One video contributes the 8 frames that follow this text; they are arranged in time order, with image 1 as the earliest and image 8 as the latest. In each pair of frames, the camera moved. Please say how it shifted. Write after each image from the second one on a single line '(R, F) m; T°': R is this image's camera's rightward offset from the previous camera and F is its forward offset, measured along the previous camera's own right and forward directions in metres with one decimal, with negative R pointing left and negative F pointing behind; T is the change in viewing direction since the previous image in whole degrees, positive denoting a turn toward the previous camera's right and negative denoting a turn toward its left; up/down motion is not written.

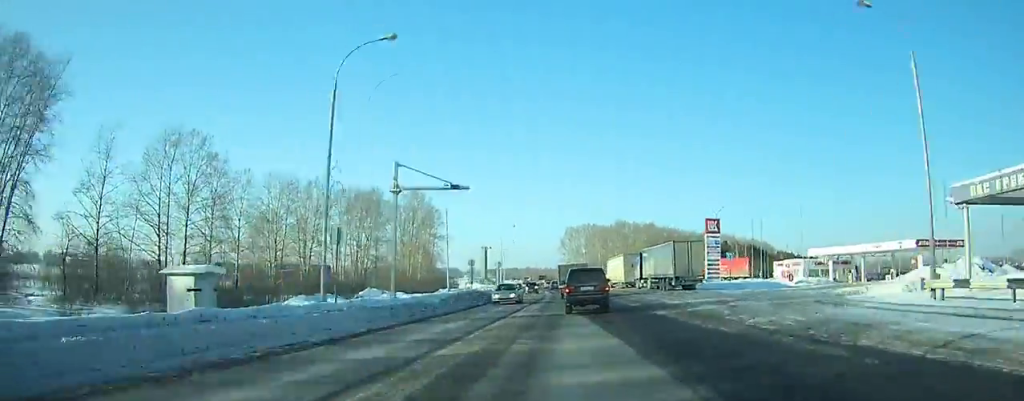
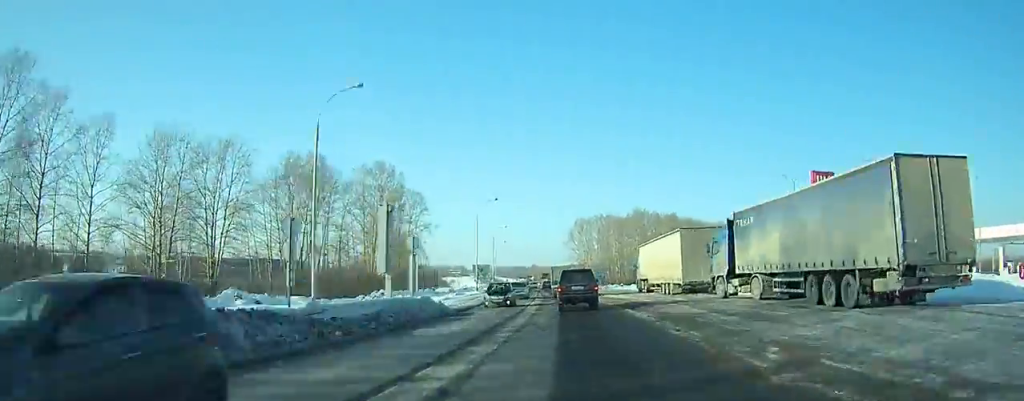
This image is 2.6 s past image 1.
(-0.3, +32.6) m; -1°
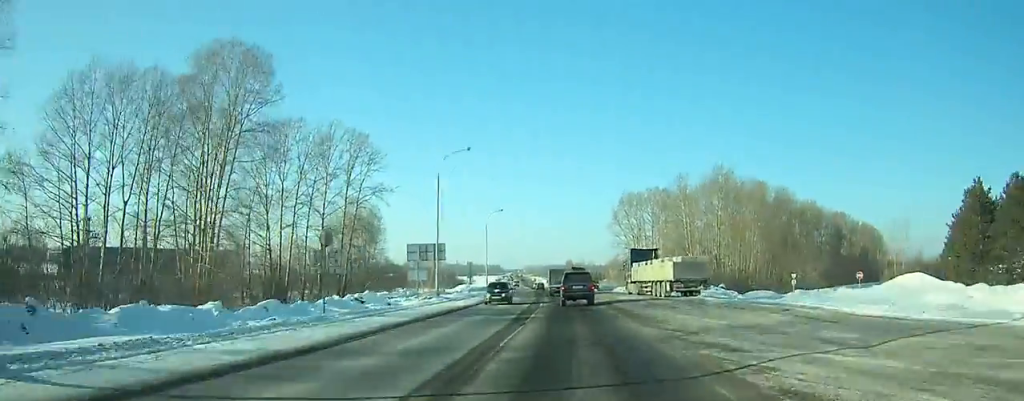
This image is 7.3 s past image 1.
(-1.4, +64.3) m; -4°
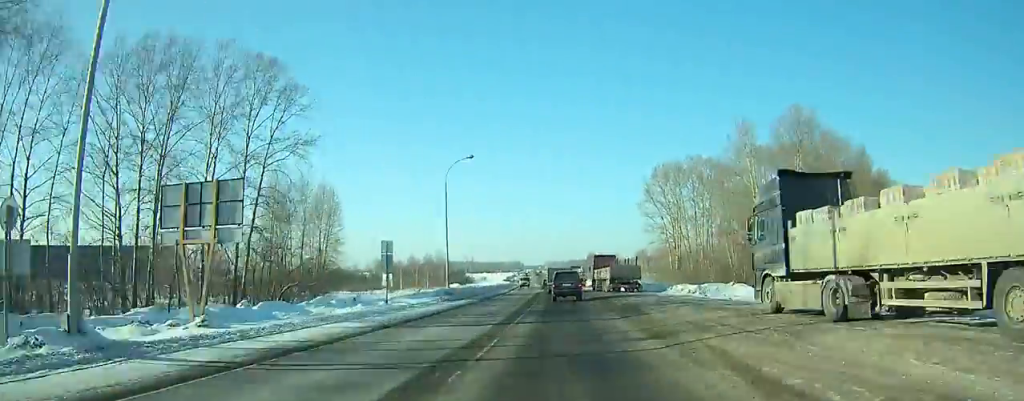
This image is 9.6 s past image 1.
(-0.9, +34.8) m; -2°
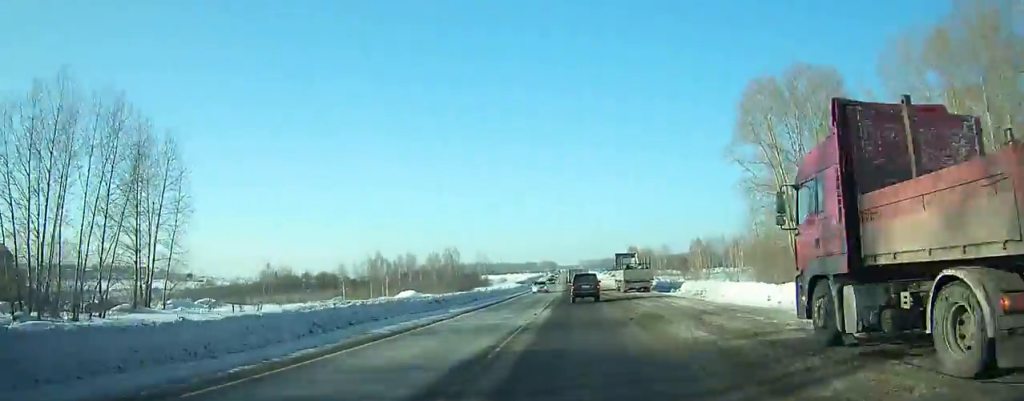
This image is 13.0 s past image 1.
(-1.5, +55.1) m; -2°
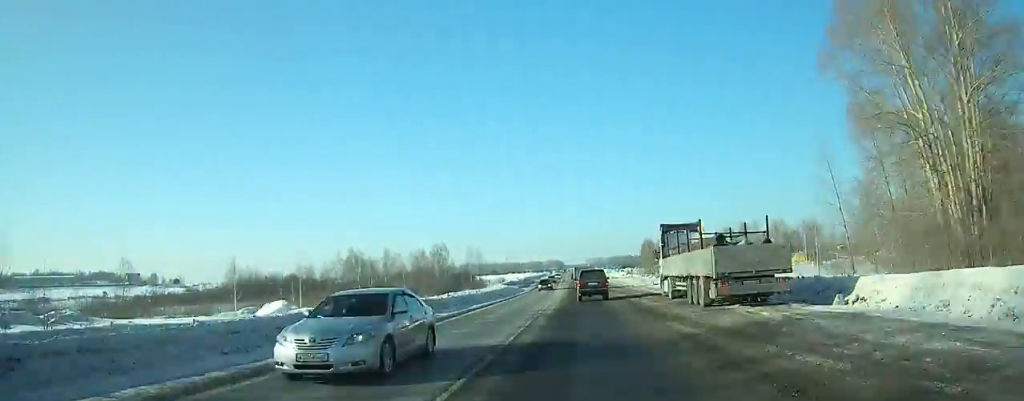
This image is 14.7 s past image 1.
(-0.2, +29.6) m; -1°
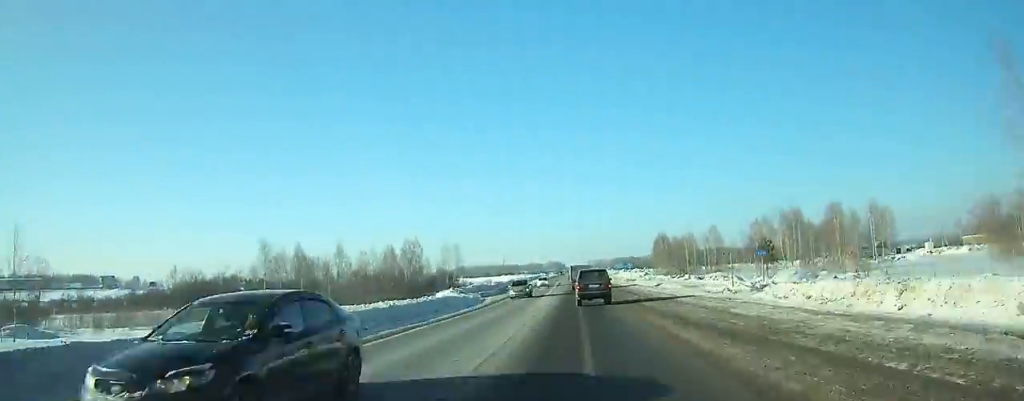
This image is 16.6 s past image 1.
(0.0, +33.9) m; -1°
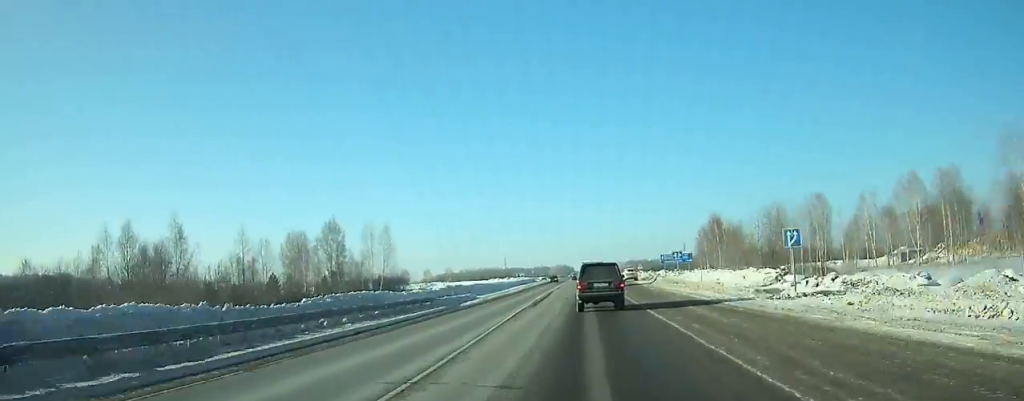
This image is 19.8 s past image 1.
(-0.5, +59.7) m; 0°
